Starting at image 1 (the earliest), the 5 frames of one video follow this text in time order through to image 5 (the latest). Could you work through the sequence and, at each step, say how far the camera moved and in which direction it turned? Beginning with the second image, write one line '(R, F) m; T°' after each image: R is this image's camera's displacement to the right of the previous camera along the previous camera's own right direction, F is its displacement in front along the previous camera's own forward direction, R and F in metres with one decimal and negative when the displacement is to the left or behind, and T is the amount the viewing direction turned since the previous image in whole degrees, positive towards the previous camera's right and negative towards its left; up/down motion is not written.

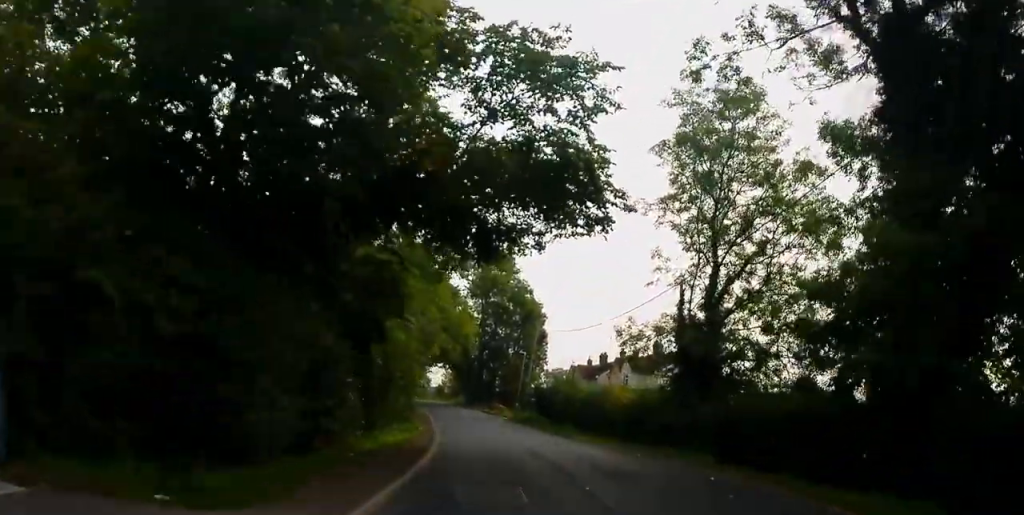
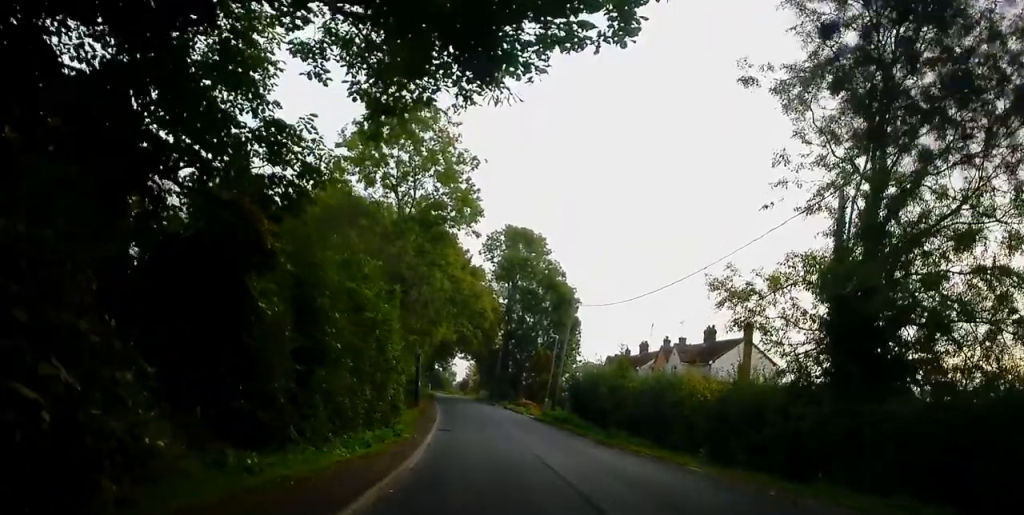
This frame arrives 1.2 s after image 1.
(-0.5, +10.4) m; +1°
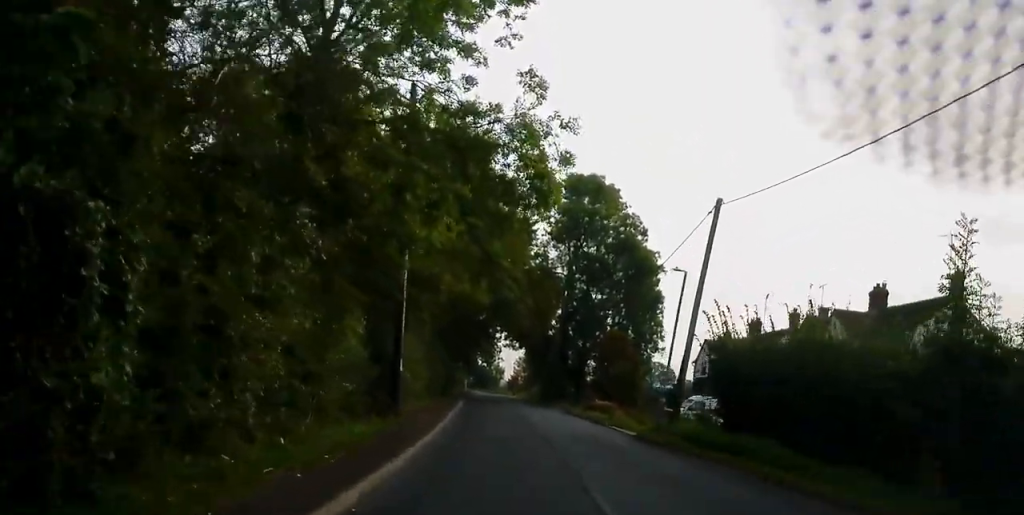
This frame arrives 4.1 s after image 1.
(-1.3, +22.9) m; -4°
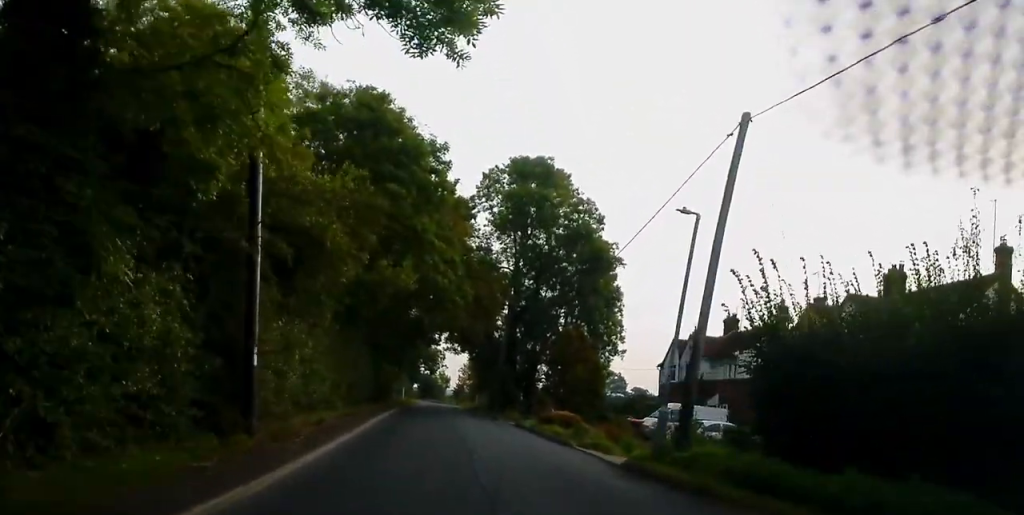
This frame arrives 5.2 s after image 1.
(+0.1, +8.2) m; +3°
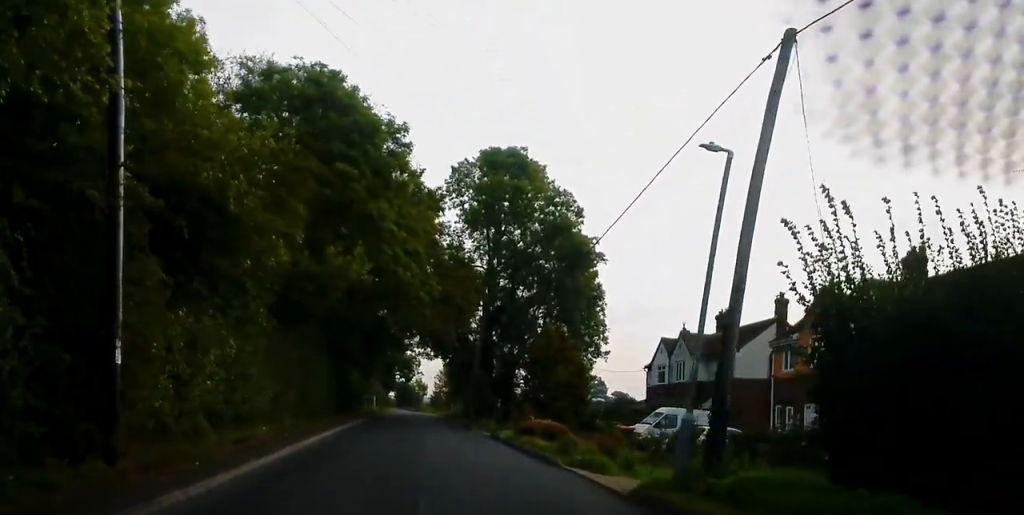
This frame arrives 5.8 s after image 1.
(+0.1, +4.2) m; 0°
